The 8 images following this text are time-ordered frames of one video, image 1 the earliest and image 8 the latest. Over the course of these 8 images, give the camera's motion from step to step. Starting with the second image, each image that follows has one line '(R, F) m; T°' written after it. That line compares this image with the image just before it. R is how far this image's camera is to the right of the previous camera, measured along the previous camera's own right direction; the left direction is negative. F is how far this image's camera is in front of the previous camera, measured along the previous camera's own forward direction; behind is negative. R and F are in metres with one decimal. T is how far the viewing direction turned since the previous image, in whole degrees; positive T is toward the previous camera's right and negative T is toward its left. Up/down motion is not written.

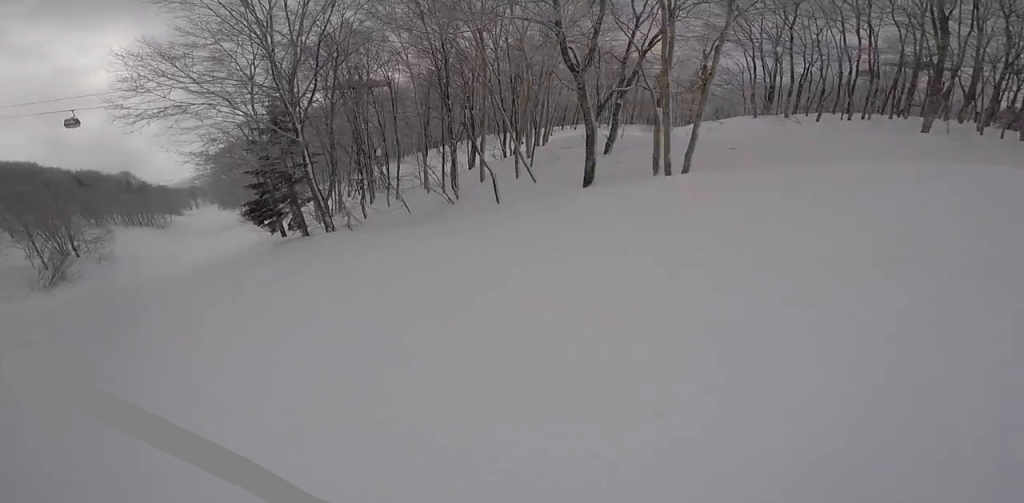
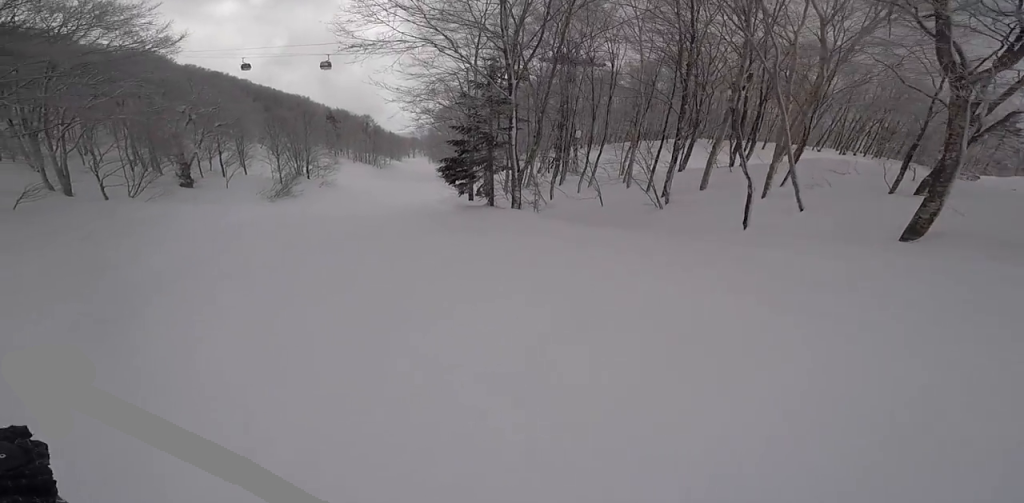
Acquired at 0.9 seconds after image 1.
(-0.3, +3.6) m; -20°
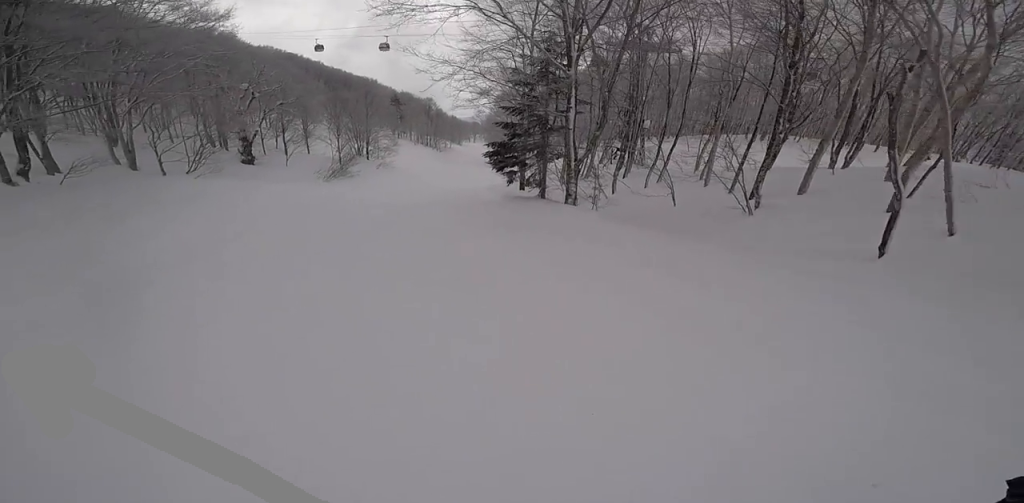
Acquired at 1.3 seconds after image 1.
(-0.3, +2.1) m; -13°
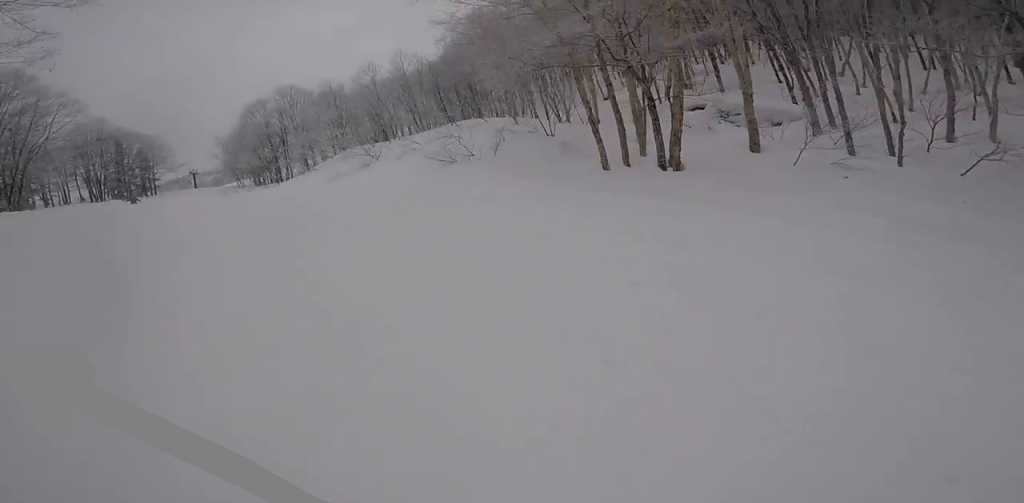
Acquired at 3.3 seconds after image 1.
(-1.2, +10.9) m; +2°
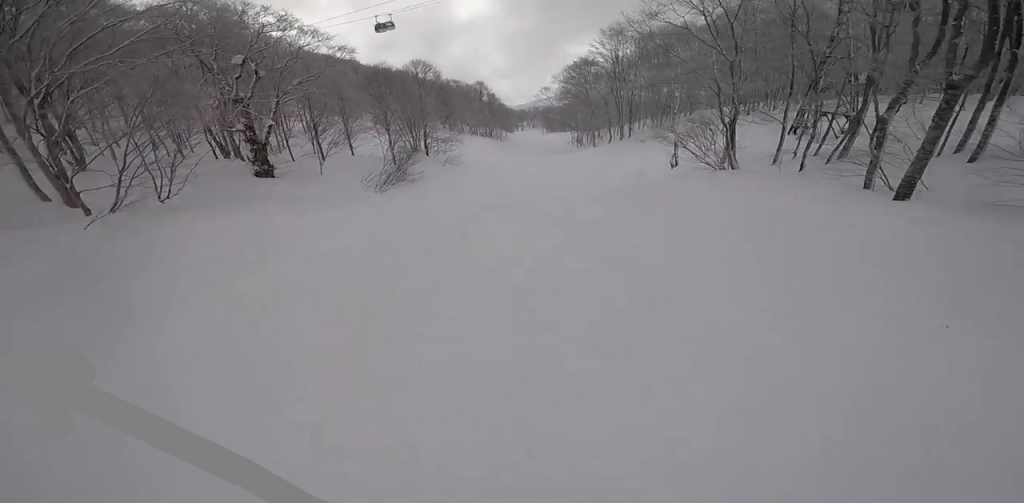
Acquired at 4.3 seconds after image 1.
(+0.5, +6.8) m; +13°
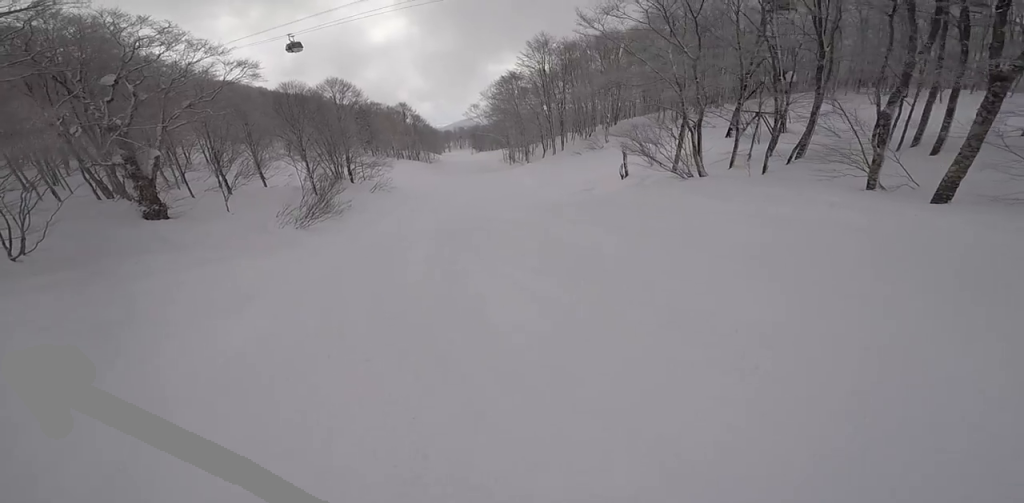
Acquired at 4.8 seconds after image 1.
(+0.1, +3.4) m; +5°
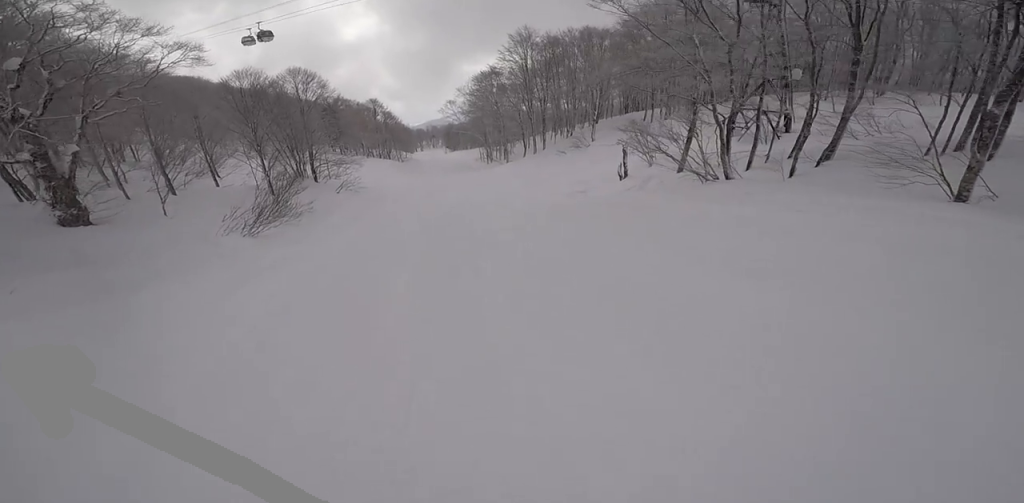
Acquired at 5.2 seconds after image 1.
(+0.5, +4.0) m; +4°
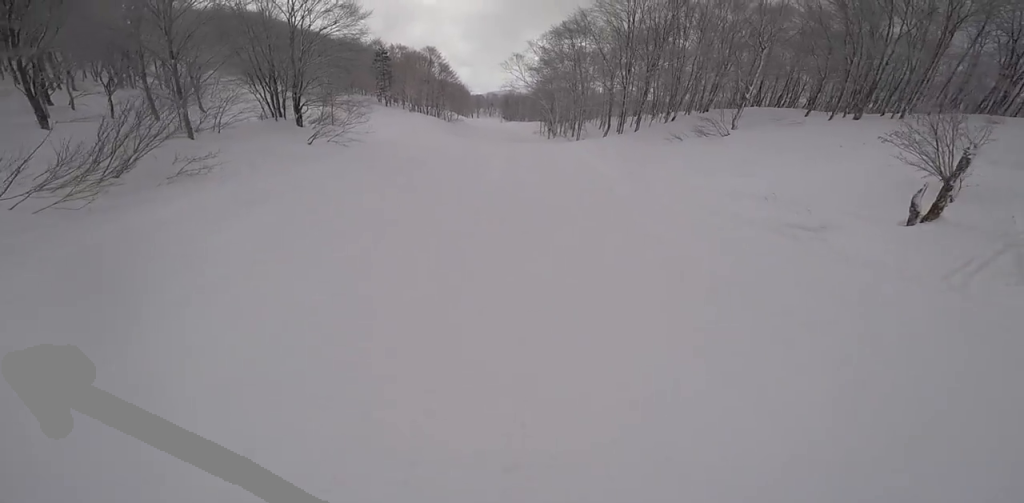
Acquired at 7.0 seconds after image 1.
(+0.8, +15.6) m; +3°
